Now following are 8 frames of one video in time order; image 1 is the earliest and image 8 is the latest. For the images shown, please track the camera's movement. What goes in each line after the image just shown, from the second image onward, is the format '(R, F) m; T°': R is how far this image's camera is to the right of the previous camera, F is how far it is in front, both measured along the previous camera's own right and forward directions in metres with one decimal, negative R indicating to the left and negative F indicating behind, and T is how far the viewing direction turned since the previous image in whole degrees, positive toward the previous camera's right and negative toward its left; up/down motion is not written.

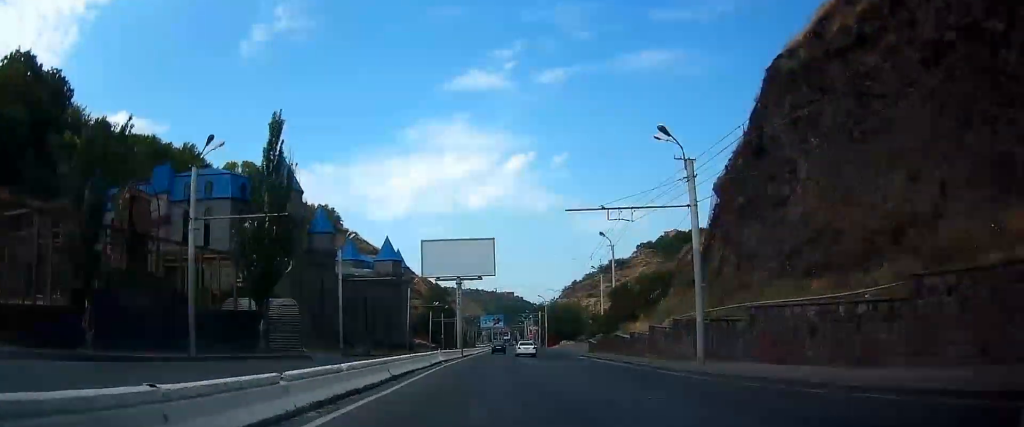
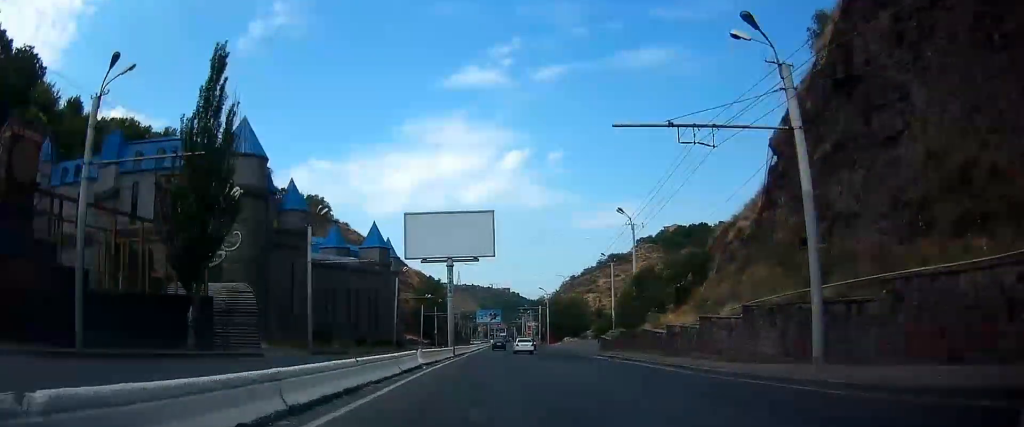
(0.0, +9.1) m; +1°
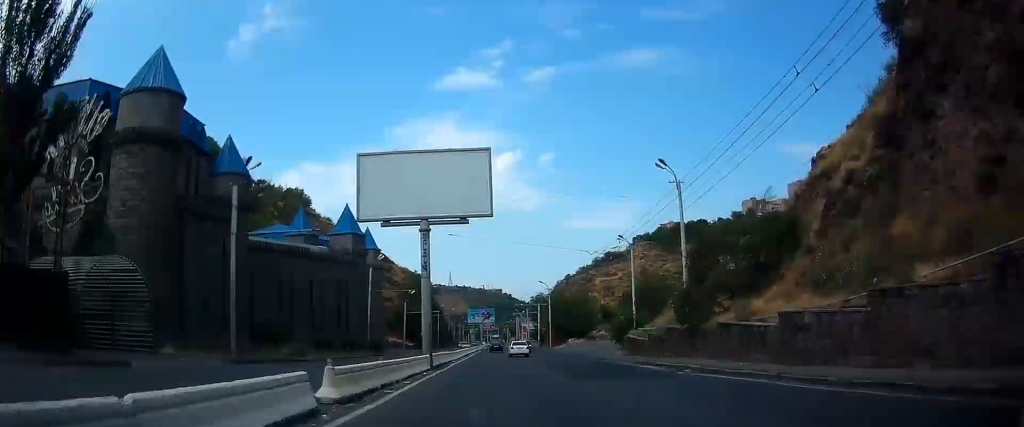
(+0.2, +13.9) m; +1°
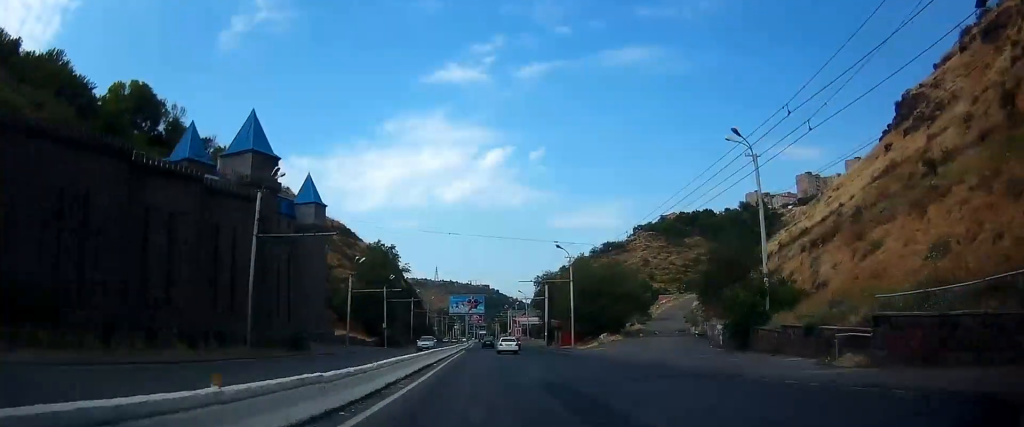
(+0.6, +32.0) m; +2°
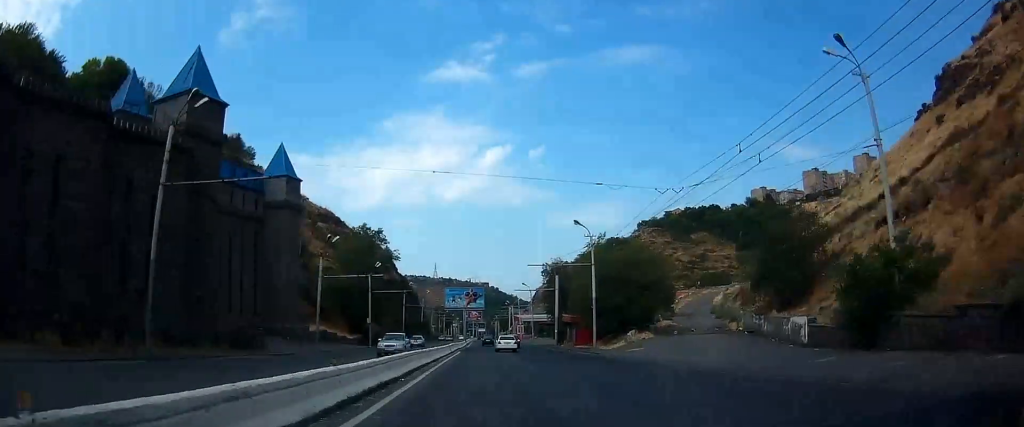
(+0.4, +11.3) m; 0°
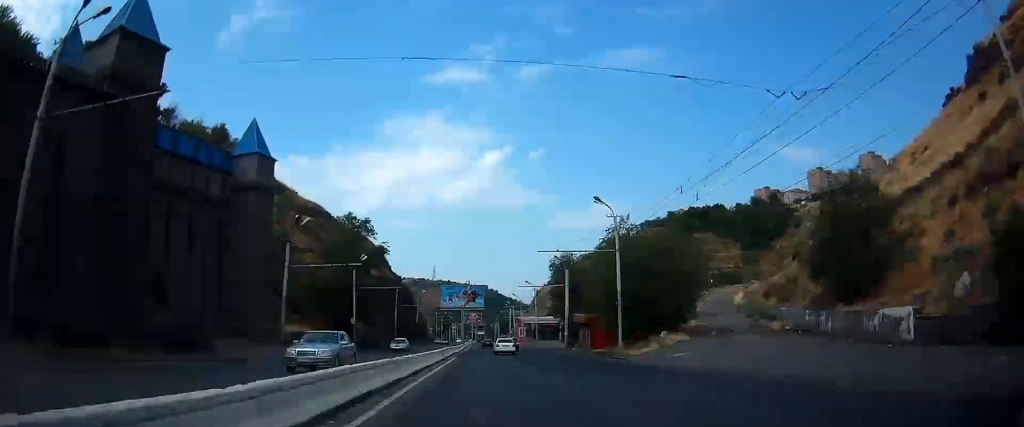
(-0.1, +8.8) m; 0°
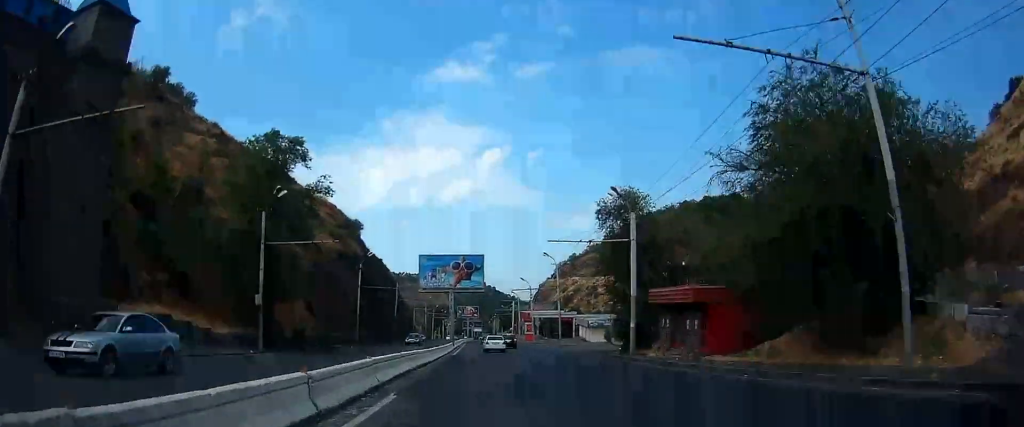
(-0.1, +28.0) m; +1°
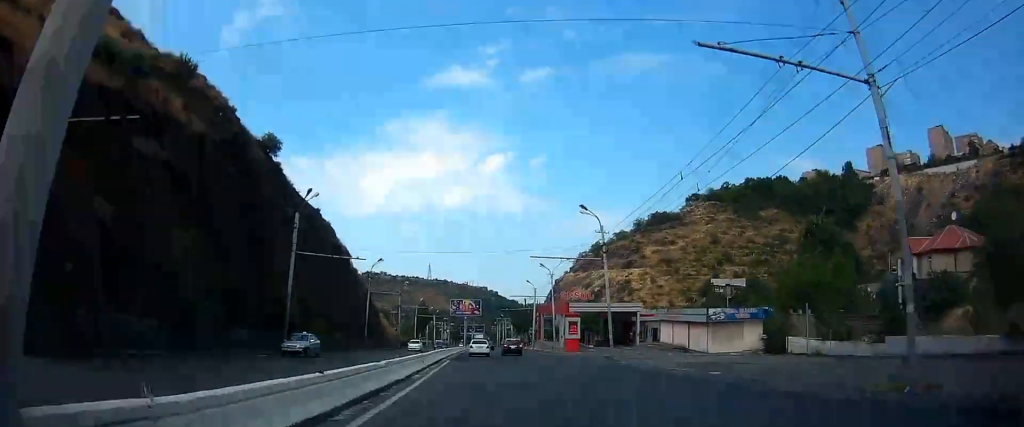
(-0.3, +54.4) m; -1°
